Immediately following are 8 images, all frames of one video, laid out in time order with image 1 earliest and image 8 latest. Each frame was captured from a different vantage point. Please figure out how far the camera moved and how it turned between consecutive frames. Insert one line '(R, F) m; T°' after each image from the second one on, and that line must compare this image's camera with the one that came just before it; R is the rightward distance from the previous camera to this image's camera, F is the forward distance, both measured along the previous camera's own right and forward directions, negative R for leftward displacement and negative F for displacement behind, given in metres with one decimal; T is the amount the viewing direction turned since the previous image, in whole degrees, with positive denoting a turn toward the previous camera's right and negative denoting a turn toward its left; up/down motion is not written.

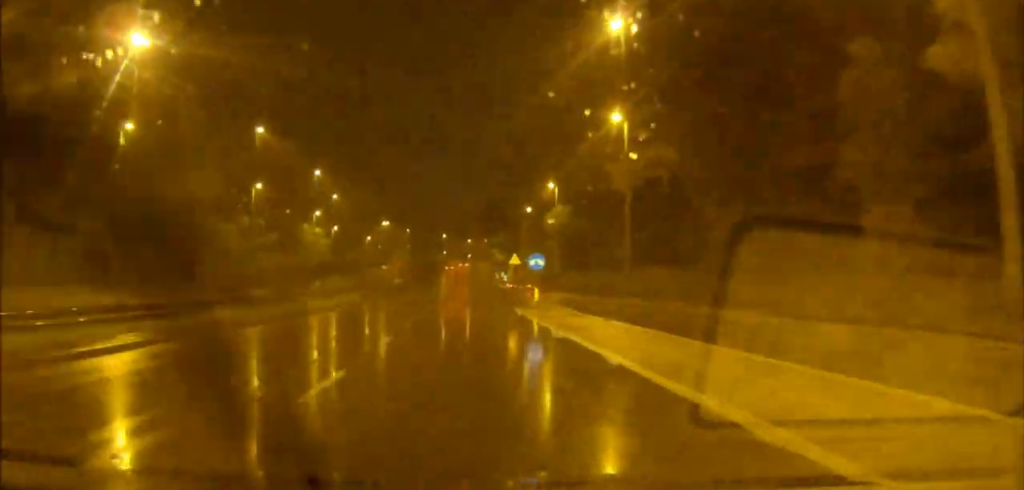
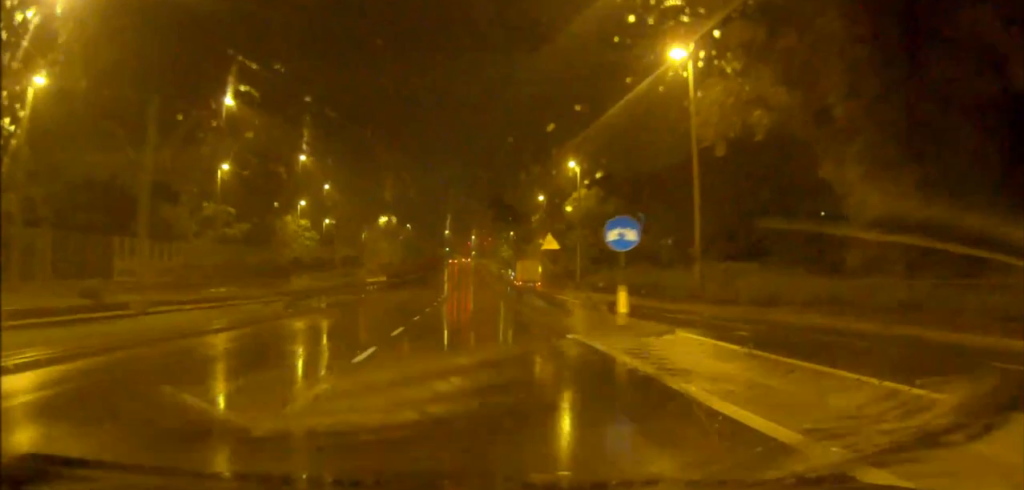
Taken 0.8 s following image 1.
(0.0, +19.5) m; 0°
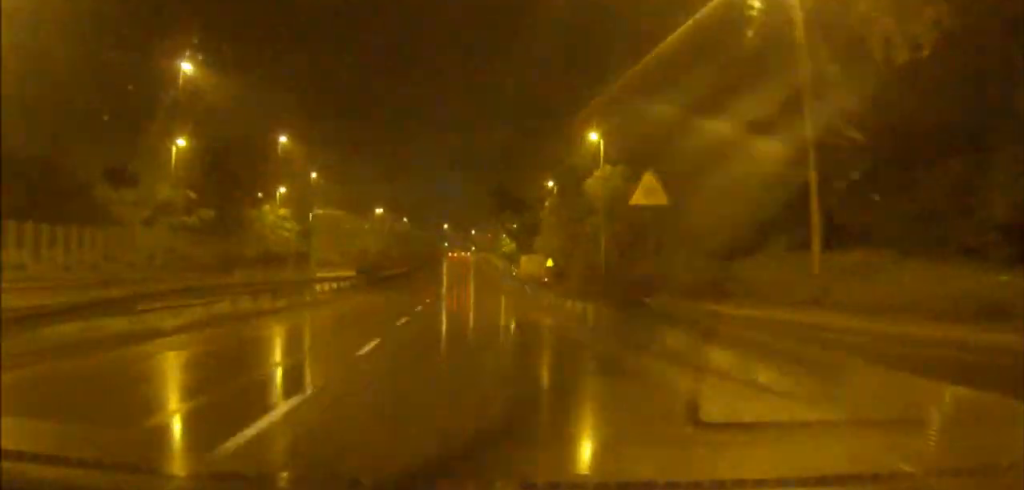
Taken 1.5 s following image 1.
(0.0, +17.2) m; 0°
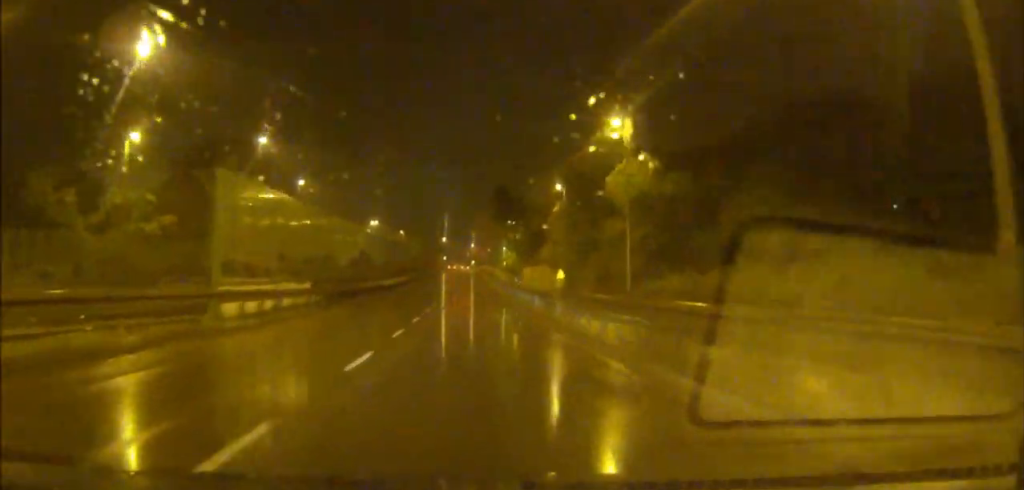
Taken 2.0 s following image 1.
(0.0, +13.1) m; 0°
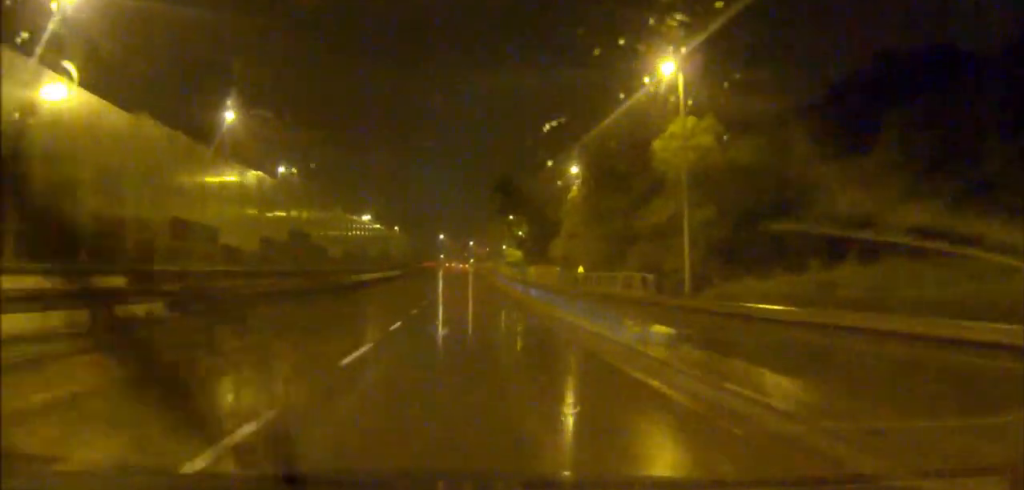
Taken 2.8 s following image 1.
(0.0, +18.1) m; 0°
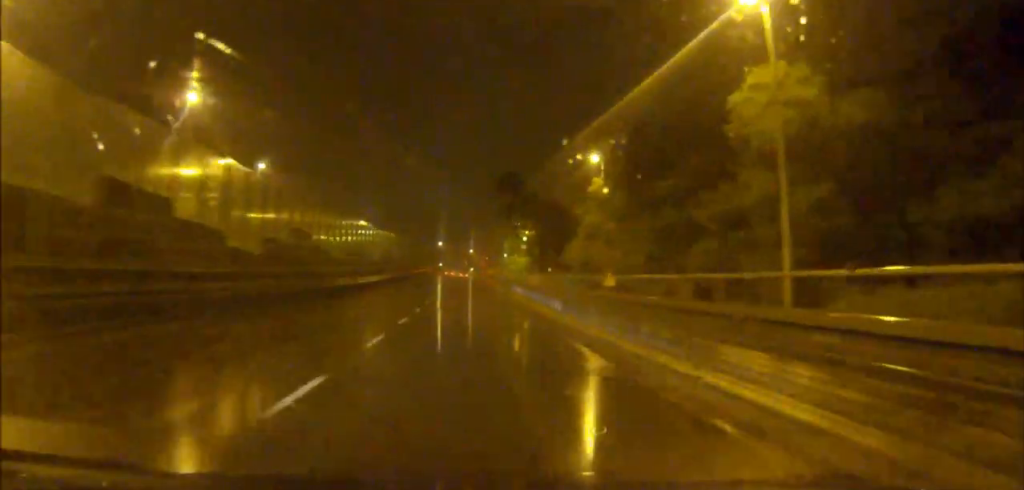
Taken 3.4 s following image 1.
(0.0, +15.8) m; 0°
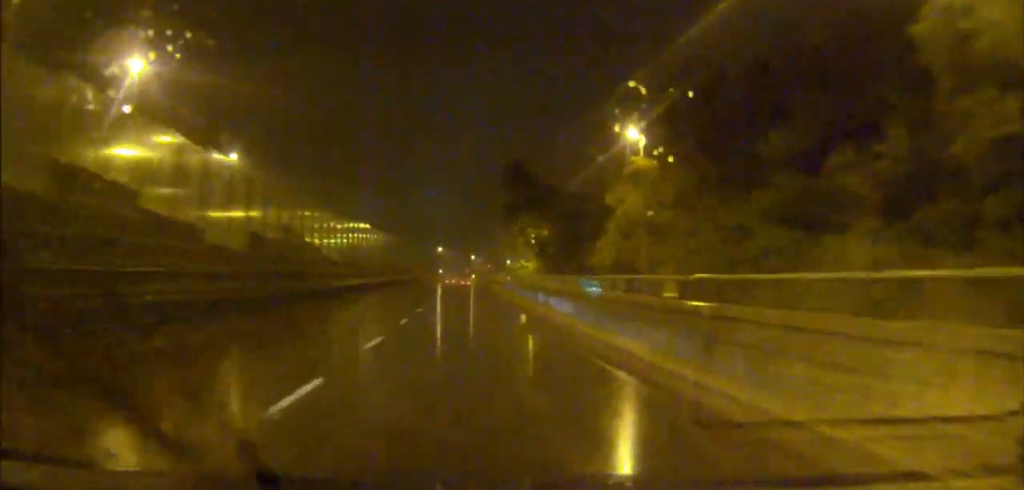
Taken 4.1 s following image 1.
(0.0, +18.3) m; 0°
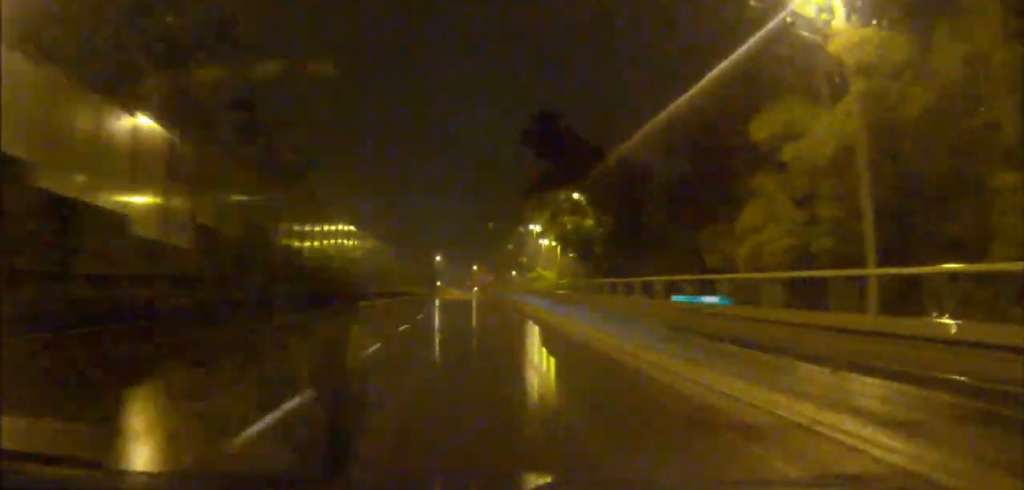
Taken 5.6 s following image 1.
(0.0, +37.4) m; 0°
